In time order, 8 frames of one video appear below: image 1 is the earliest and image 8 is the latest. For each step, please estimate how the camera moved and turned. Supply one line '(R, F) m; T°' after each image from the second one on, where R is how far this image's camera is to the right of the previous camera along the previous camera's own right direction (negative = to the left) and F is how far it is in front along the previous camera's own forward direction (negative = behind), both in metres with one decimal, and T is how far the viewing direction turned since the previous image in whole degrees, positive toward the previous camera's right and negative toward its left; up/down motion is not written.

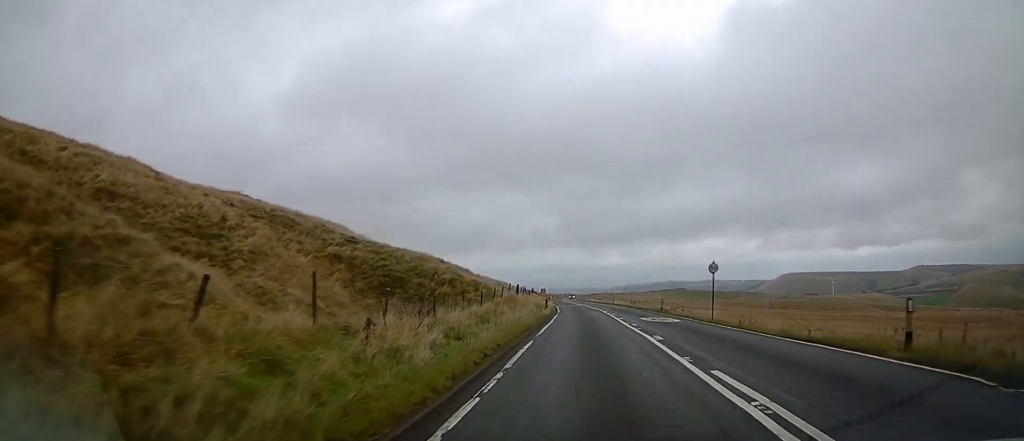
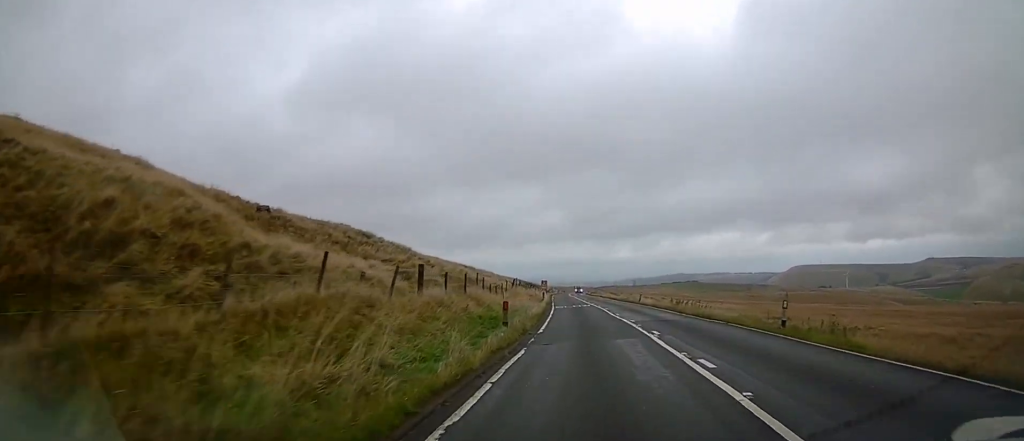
(-0.3, +22.8) m; -1°
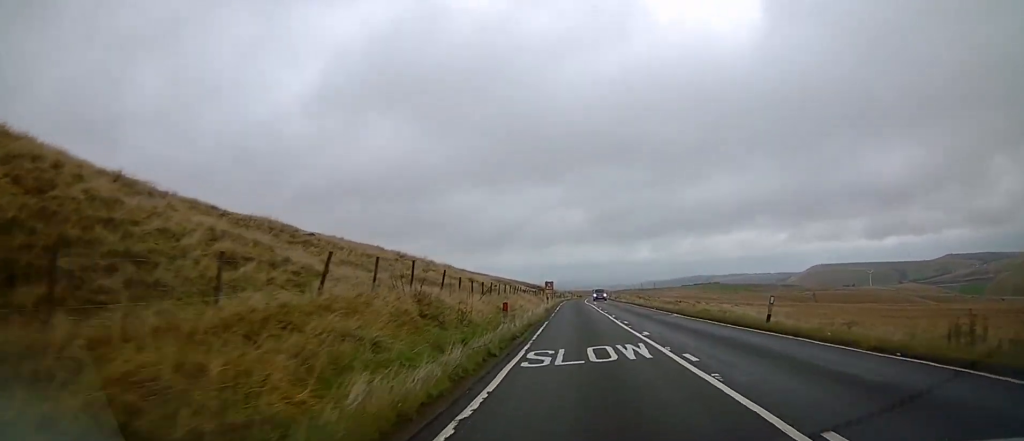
(-0.4, +29.3) m; -2°
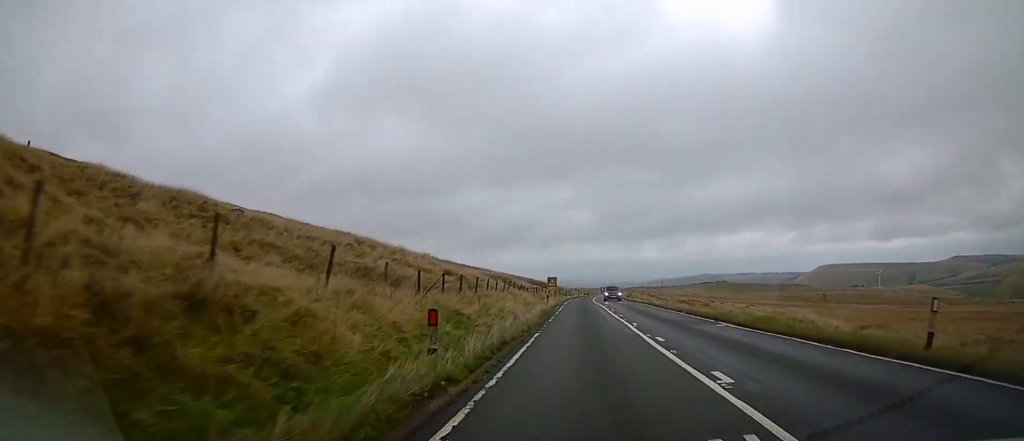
(0.0, +8.3) m; 0°
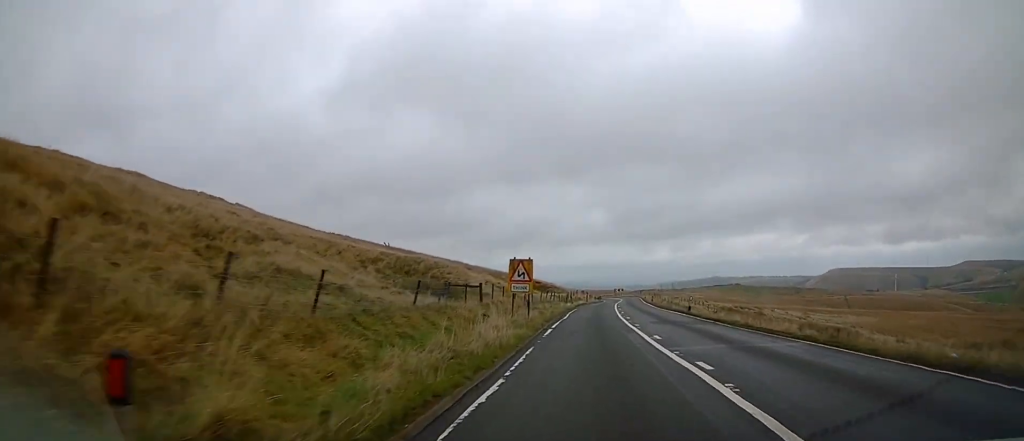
(-0.7, +34.9) m; -1°
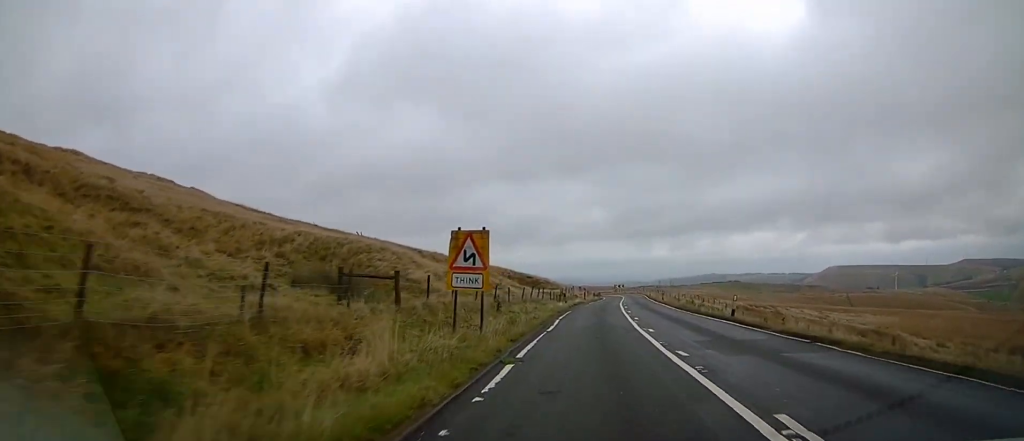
(0.0, +9.9) m; 0°
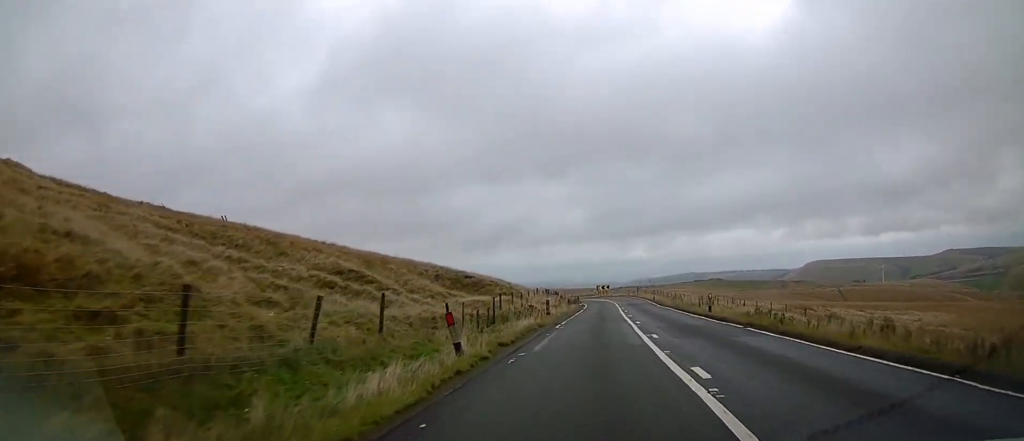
(+0.3, +27.2) m; +2°
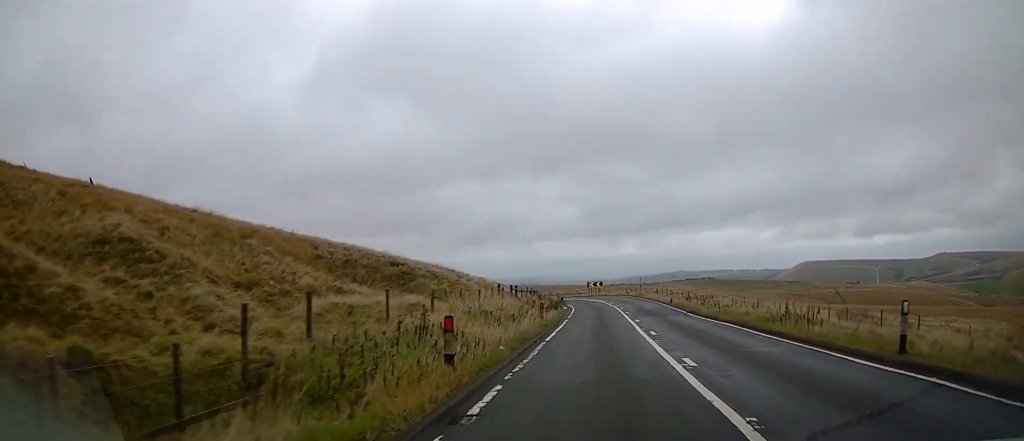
(+0.2, +17.1) m; +1°
